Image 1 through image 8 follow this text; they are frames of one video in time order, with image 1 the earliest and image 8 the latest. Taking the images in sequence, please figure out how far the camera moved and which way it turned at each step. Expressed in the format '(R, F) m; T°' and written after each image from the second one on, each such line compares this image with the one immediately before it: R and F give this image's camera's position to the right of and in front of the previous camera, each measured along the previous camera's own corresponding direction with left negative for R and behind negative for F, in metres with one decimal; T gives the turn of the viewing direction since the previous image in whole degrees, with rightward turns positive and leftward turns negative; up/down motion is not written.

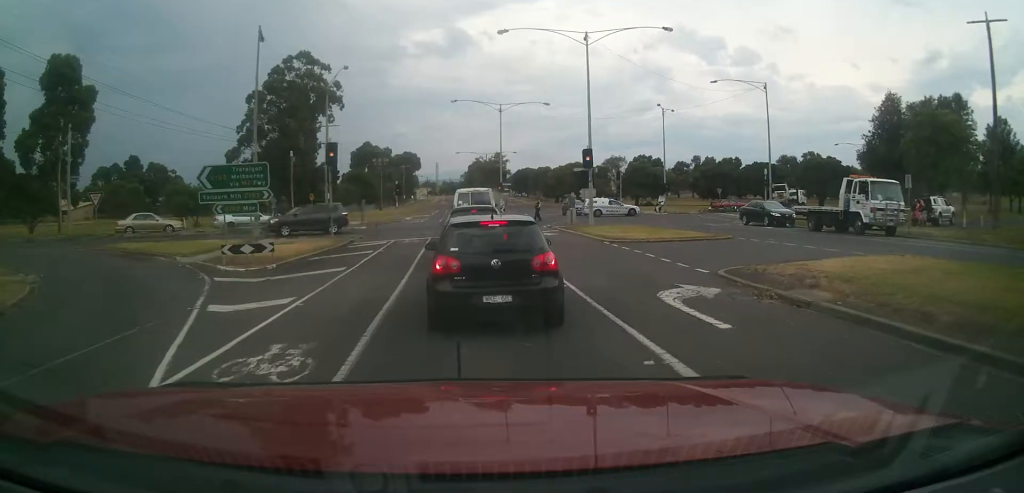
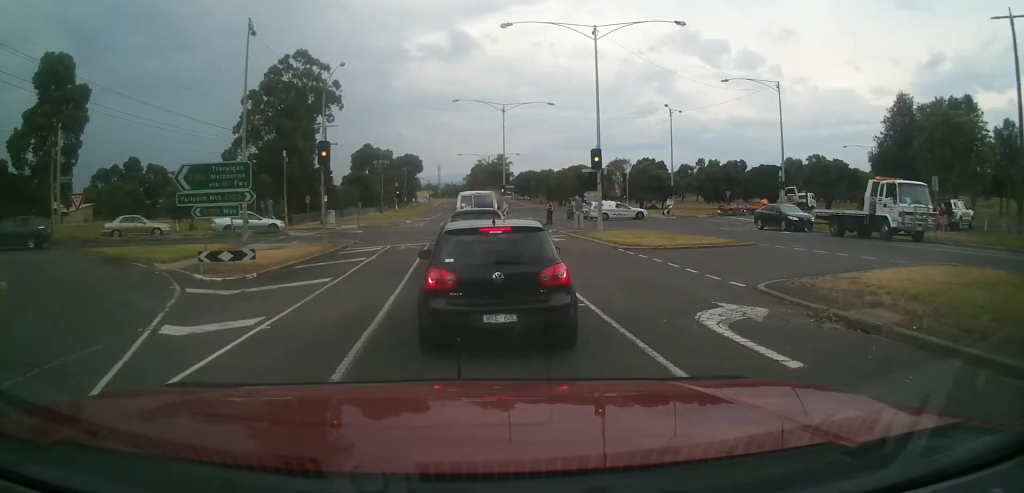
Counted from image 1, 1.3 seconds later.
(-0.1, +2.8) m; -1°
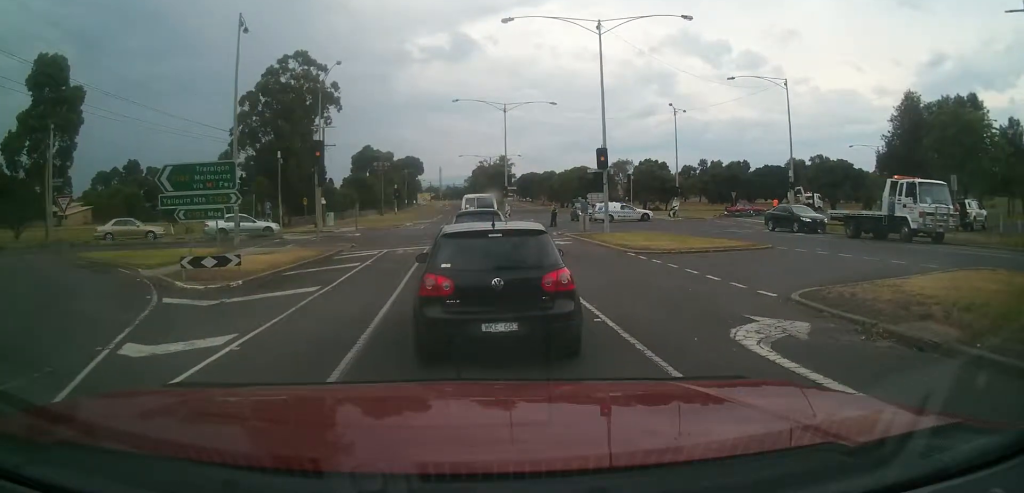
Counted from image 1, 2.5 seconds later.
(0.0, +0.9) m; 0°
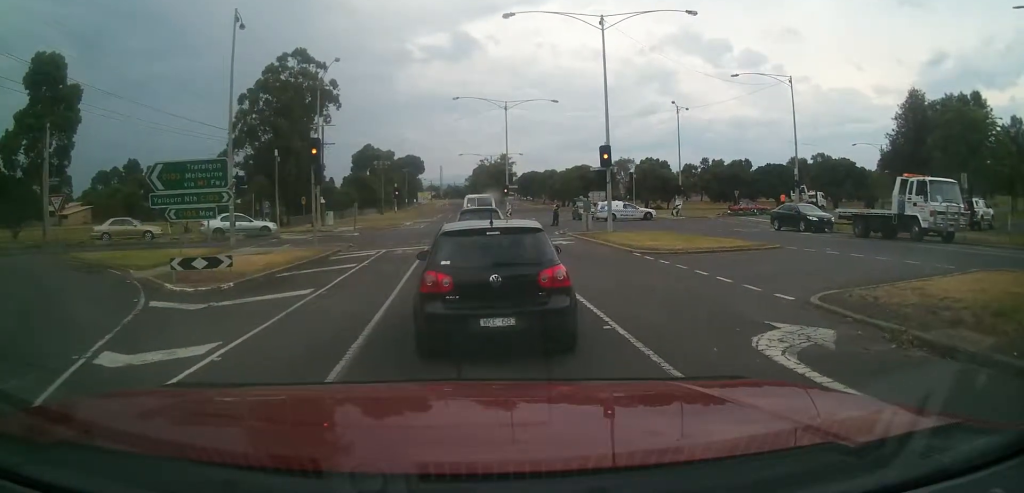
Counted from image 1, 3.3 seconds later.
(-0.2, +0.1) m; 0°
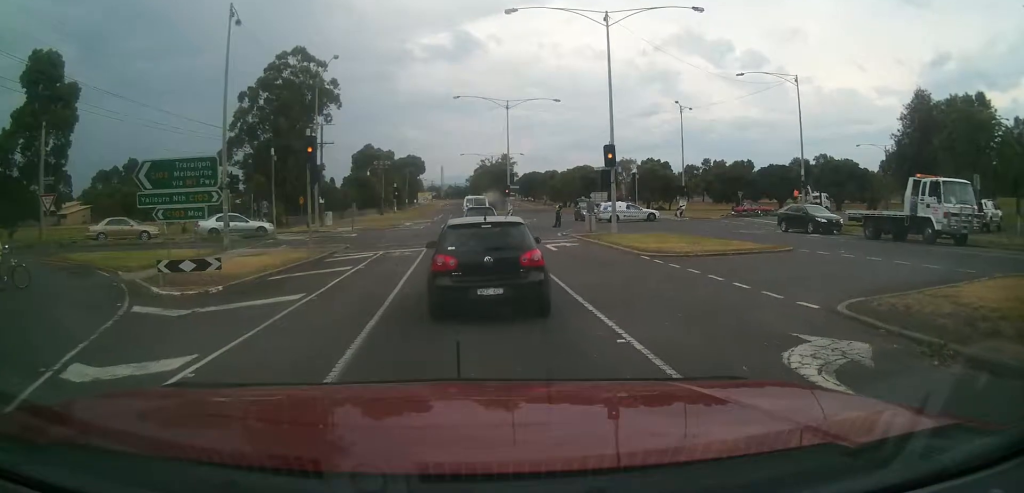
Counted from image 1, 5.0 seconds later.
(-0.1, +0.7) m; 0°
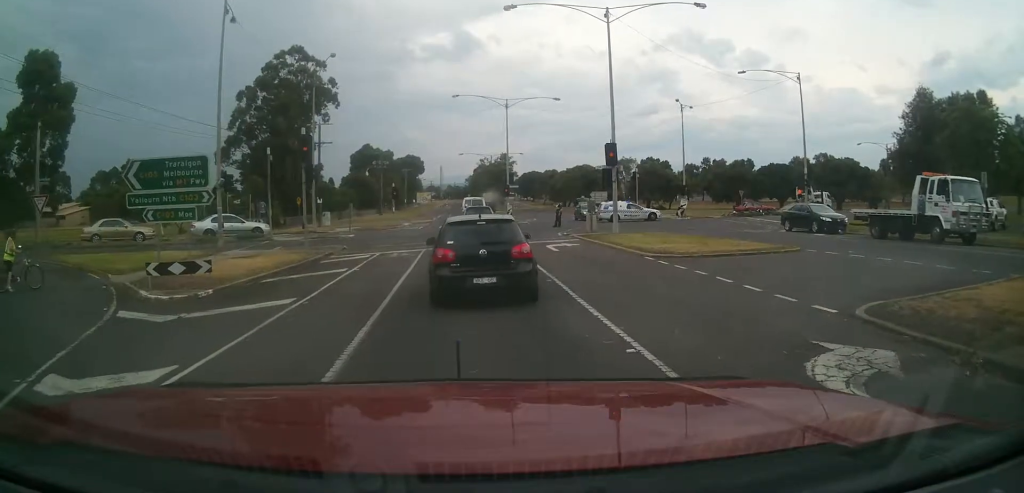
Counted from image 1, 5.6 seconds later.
(+0.1, +0.3) m; 0°
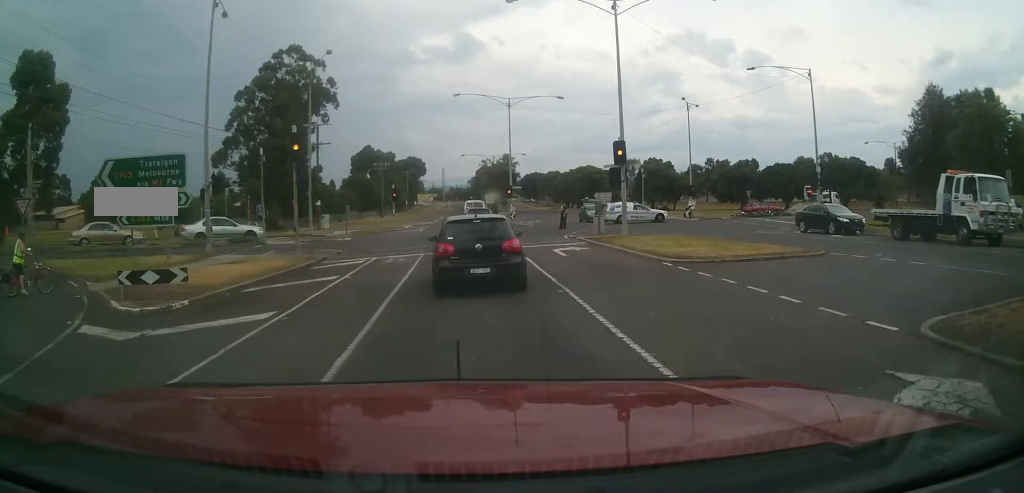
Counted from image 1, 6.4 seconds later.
(-0.1, +0.6) m; 0°
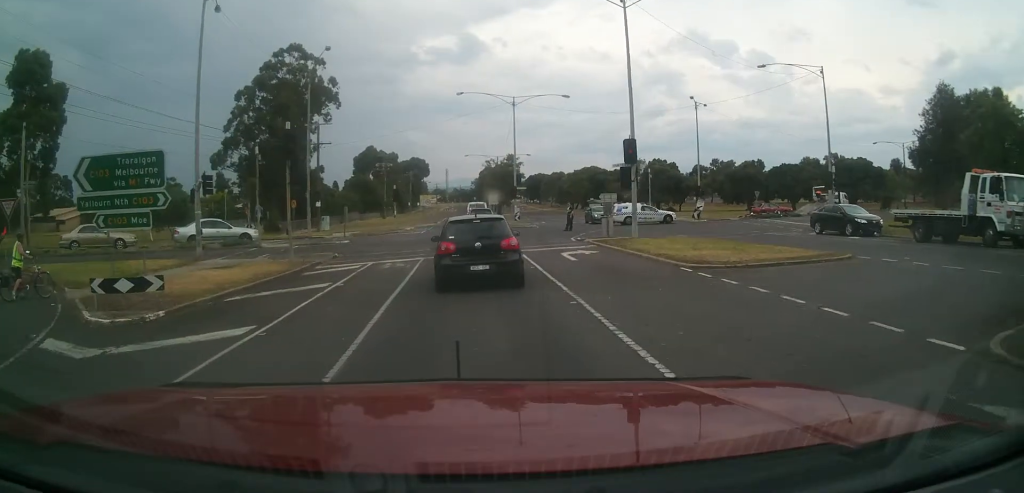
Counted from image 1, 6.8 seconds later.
(-0.1, +0.4) m; -1°
